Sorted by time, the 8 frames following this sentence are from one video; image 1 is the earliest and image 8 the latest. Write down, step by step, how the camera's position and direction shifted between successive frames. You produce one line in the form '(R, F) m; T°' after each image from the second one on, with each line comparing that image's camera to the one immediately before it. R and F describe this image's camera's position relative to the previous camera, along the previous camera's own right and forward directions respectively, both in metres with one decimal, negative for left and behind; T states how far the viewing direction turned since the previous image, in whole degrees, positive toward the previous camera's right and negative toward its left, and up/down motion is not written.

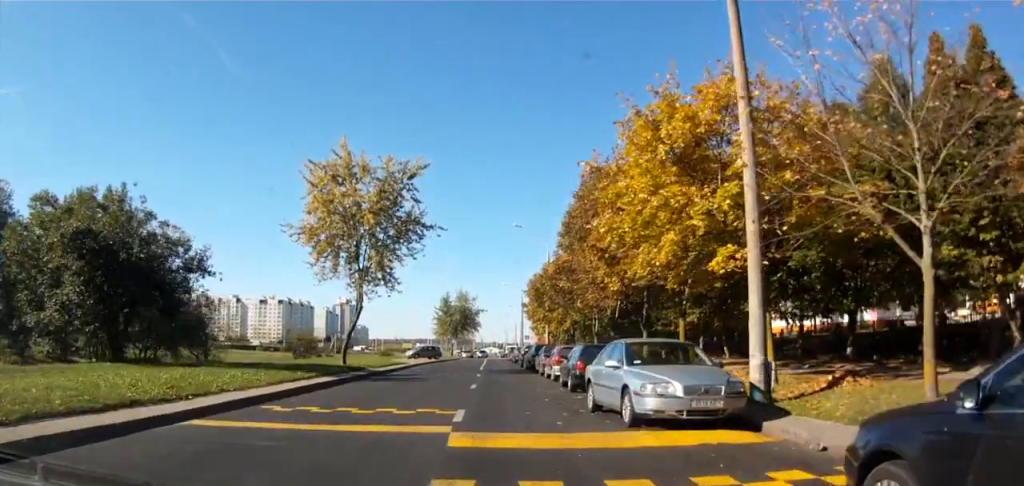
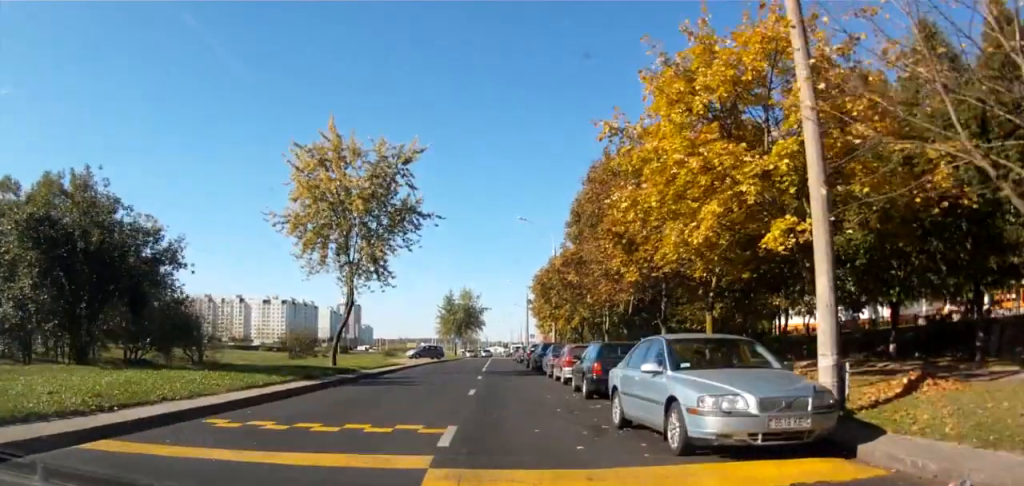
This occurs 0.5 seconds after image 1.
(0.0, +3.0) m; 0°
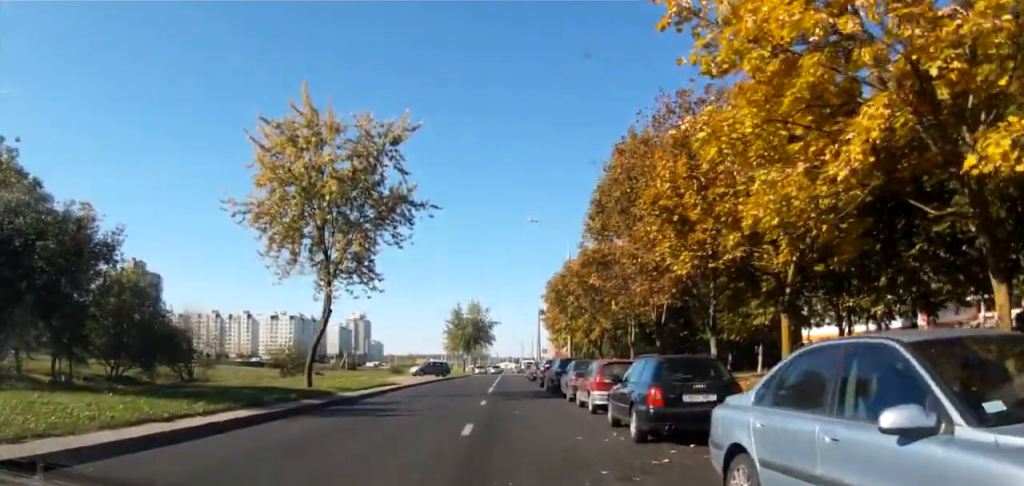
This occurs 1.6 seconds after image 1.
(0.0, +6.3) m; 0°
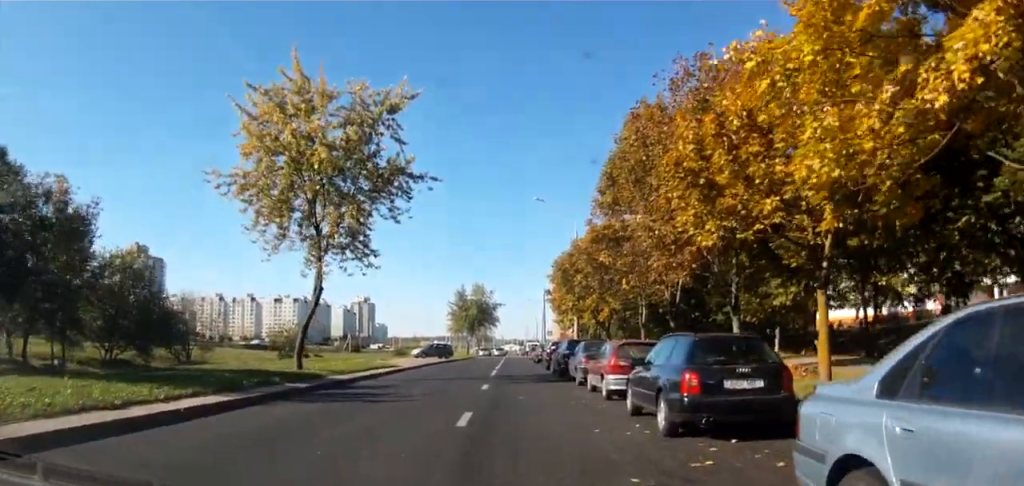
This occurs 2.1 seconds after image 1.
(0.0, +2.4) m; 0°
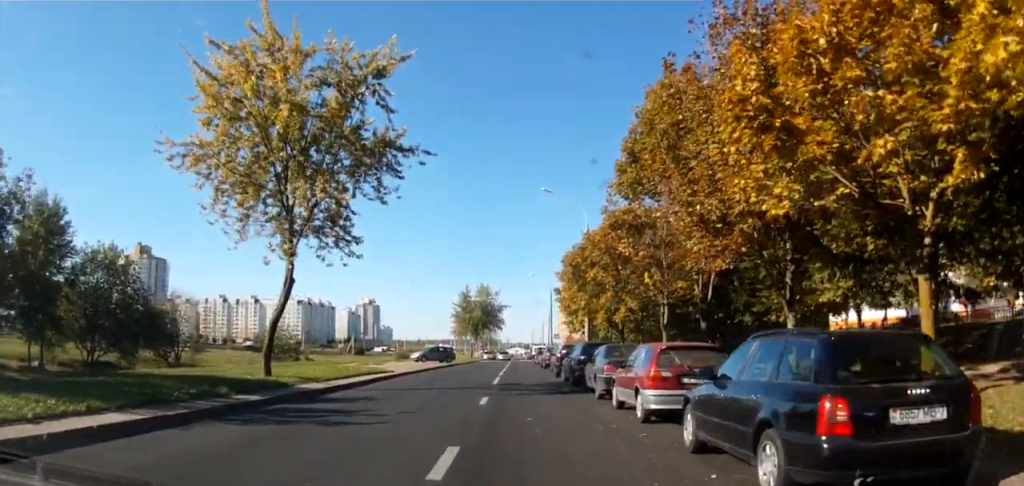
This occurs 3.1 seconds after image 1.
(0.0, +4.6) m; 0°
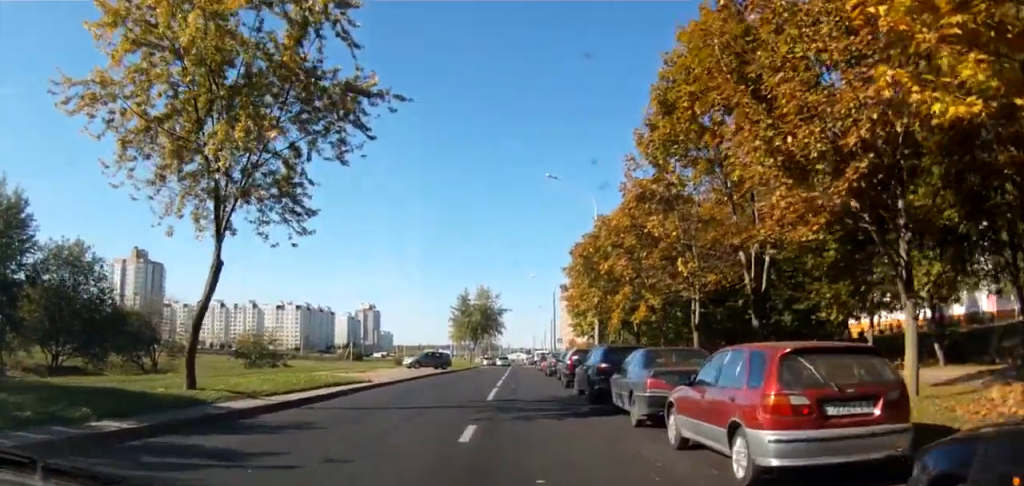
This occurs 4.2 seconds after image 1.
(0.0, +5.2) m; -1°
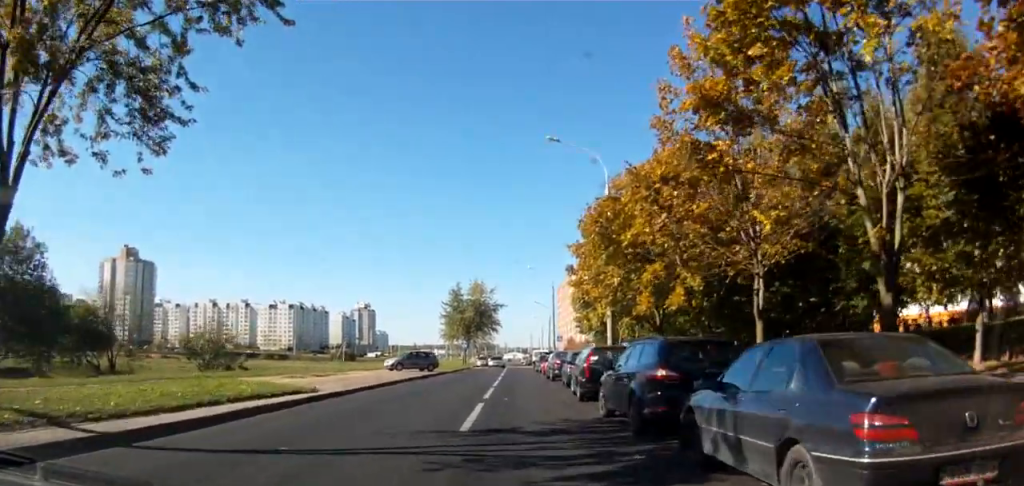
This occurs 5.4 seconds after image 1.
(-0.1, +6.0) m; -1°
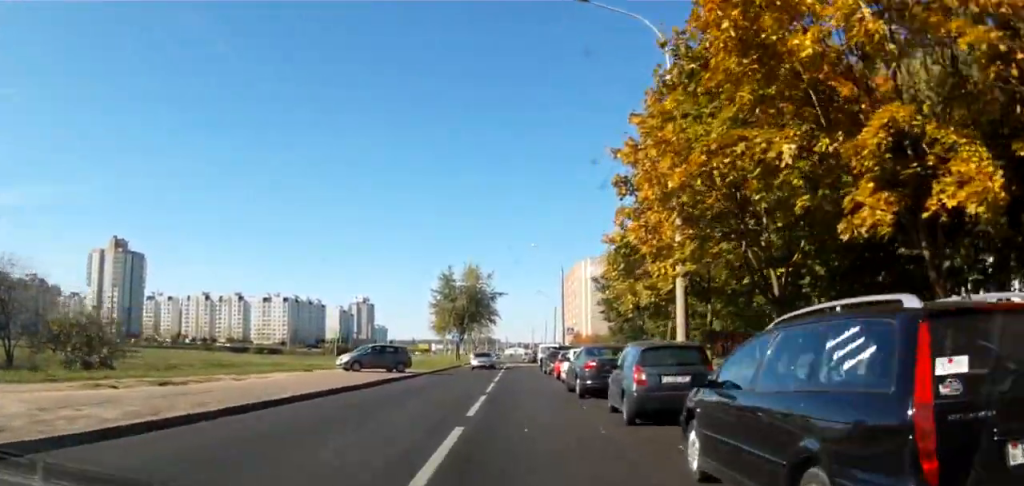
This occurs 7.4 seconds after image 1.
(0.0, +12.2) m; 0°
